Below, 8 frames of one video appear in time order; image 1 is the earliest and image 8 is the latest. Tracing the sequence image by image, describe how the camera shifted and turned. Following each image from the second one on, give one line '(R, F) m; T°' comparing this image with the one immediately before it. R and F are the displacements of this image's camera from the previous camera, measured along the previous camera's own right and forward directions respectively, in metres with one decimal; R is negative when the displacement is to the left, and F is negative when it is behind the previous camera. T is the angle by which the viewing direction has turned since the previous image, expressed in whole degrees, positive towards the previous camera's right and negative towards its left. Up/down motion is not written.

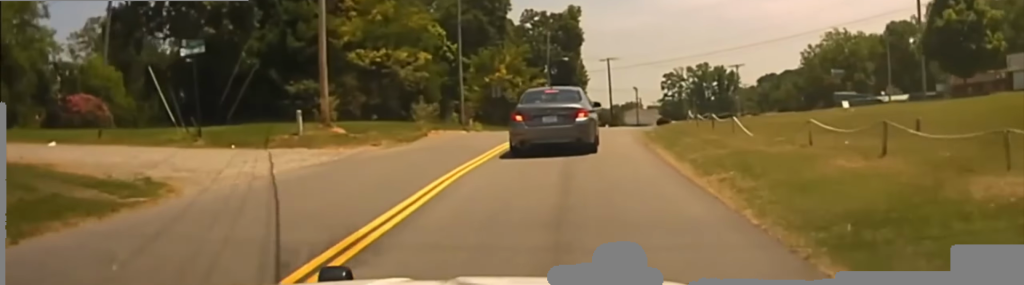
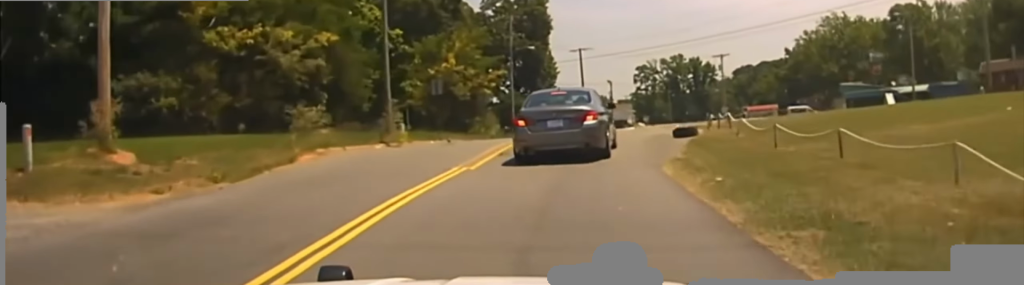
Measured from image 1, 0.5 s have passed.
(0.0, +11.5) m; +3°
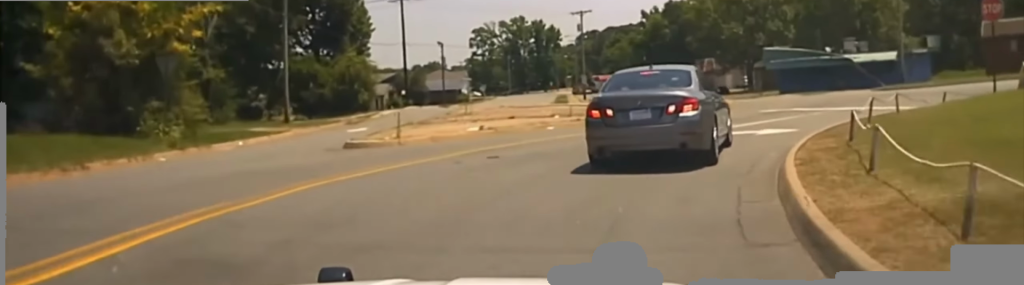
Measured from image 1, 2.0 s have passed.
(+3.4, +25.9) m; +16°
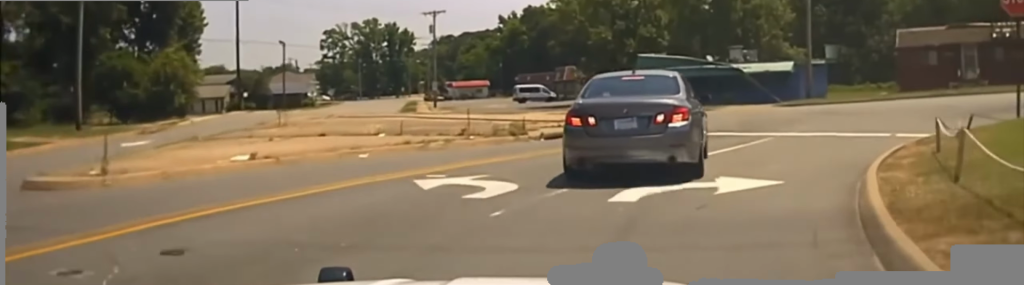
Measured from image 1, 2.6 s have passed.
(+0.6, +9.2) m; +5°
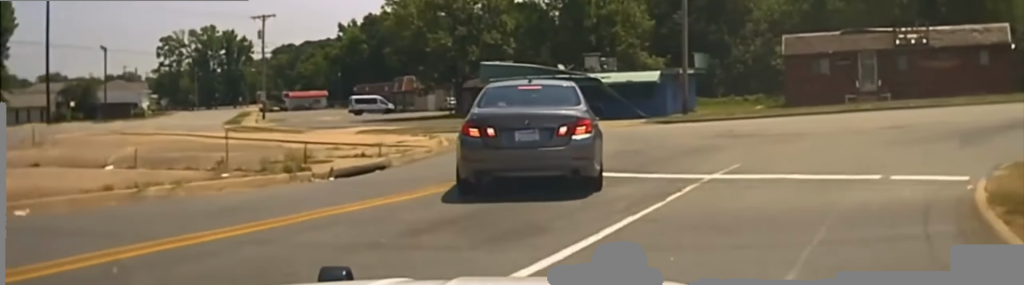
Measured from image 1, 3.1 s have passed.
(+0.3, +8.0) m; +1°
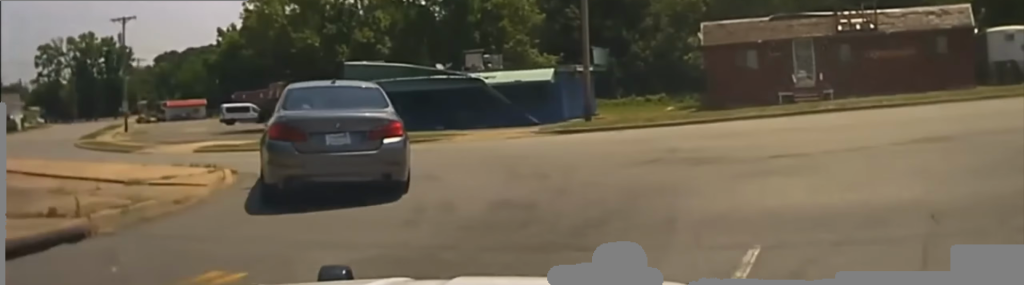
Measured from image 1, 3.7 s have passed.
(+0.1, +8.9) m; -1°
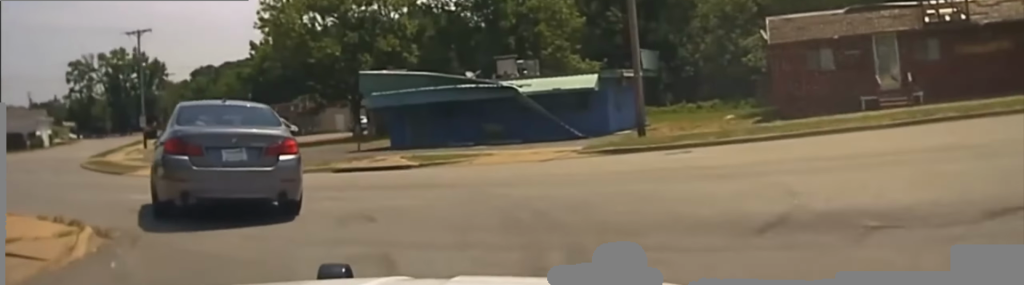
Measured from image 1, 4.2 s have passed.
(+0.2, +7.1) m; -2°
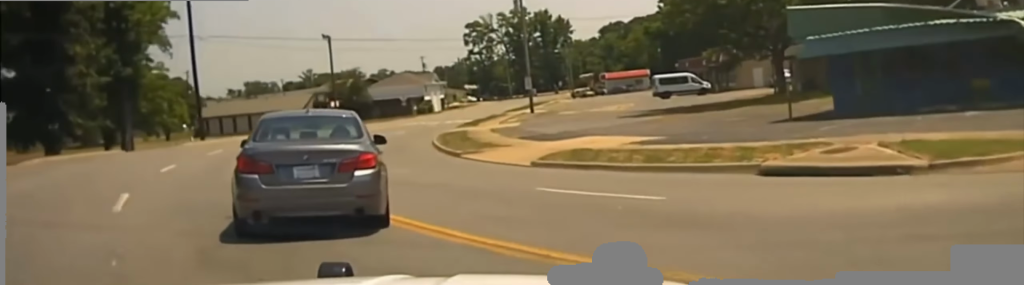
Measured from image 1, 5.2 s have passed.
(-1.1, +14.8) m; -13°
